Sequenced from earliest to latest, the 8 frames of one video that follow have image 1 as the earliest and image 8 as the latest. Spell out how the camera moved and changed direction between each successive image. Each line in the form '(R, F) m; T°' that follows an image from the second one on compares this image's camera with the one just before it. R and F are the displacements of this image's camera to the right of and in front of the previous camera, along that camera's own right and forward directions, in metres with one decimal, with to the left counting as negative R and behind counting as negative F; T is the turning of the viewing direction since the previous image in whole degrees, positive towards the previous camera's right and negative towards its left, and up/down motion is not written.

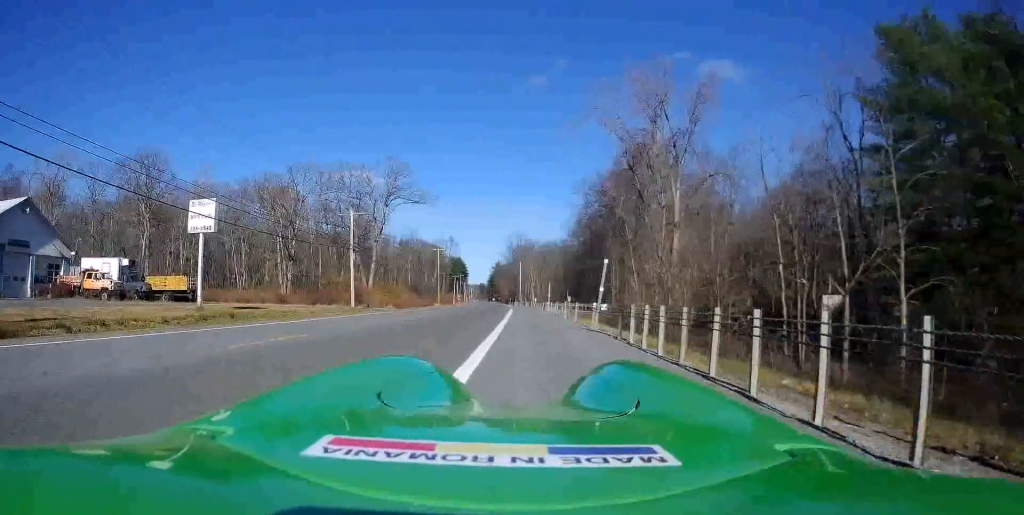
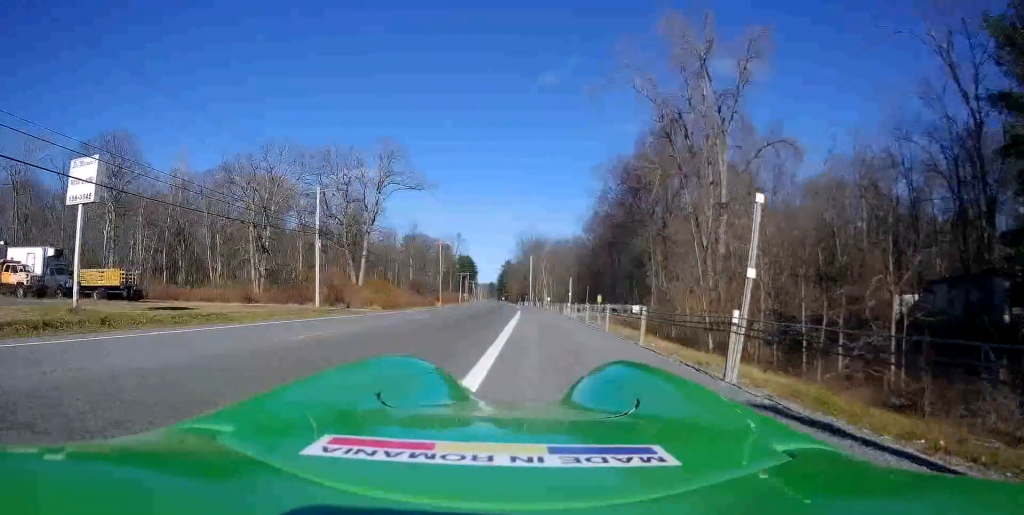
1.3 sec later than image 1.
(0.0, +11.5) m; -2°
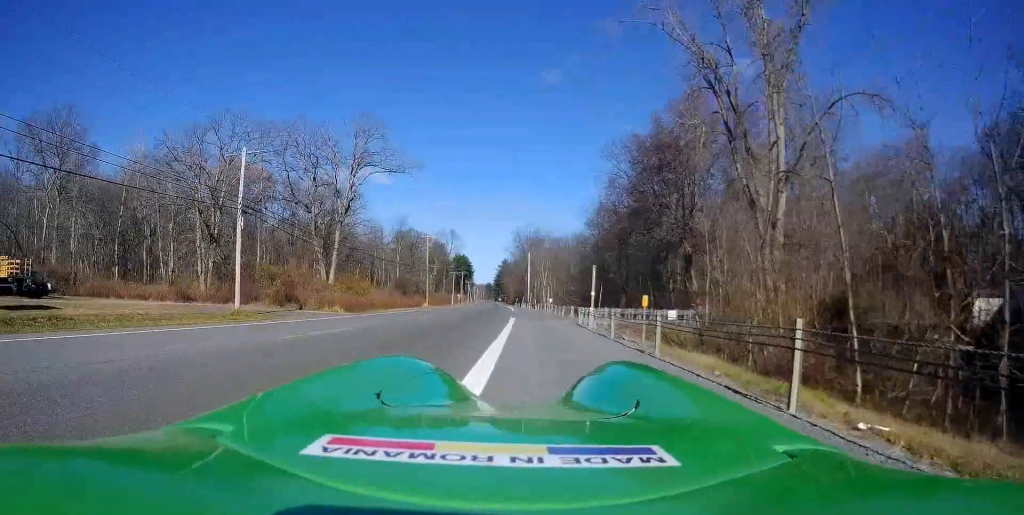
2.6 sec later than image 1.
(-0.4, +11.7) m; 0°
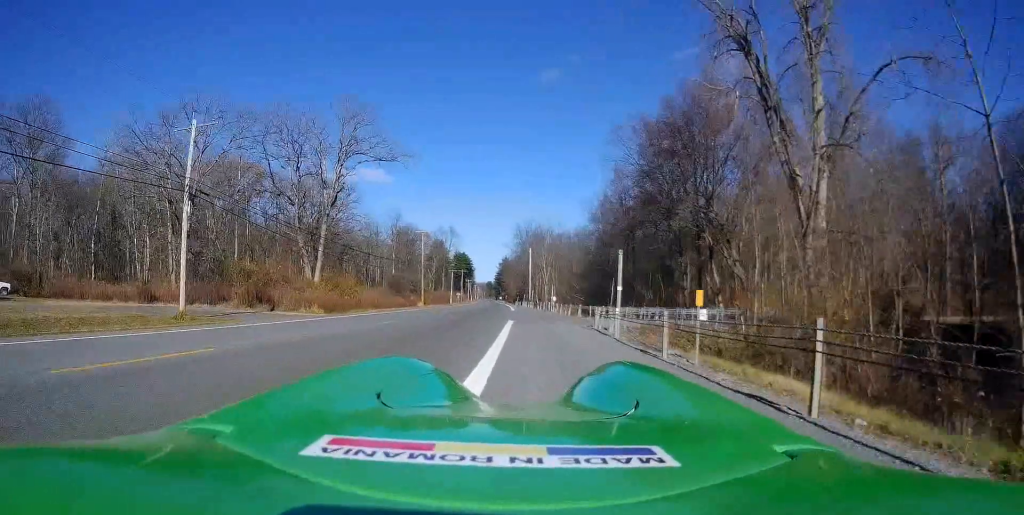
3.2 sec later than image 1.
(+0.2, +5.3) m; +1°
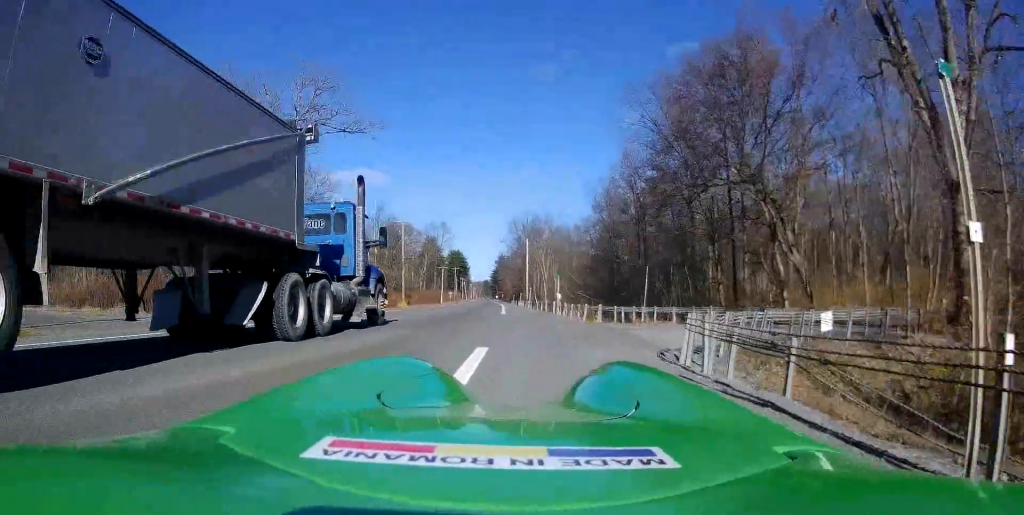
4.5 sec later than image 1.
(+0.2, +12.1) m; +3°
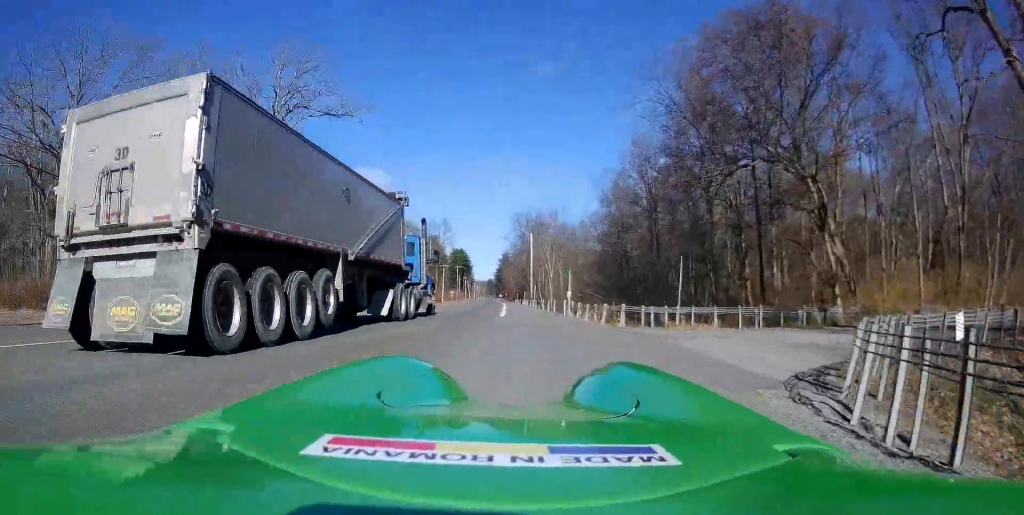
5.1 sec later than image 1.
(+0.3, +5.7) m; -2°
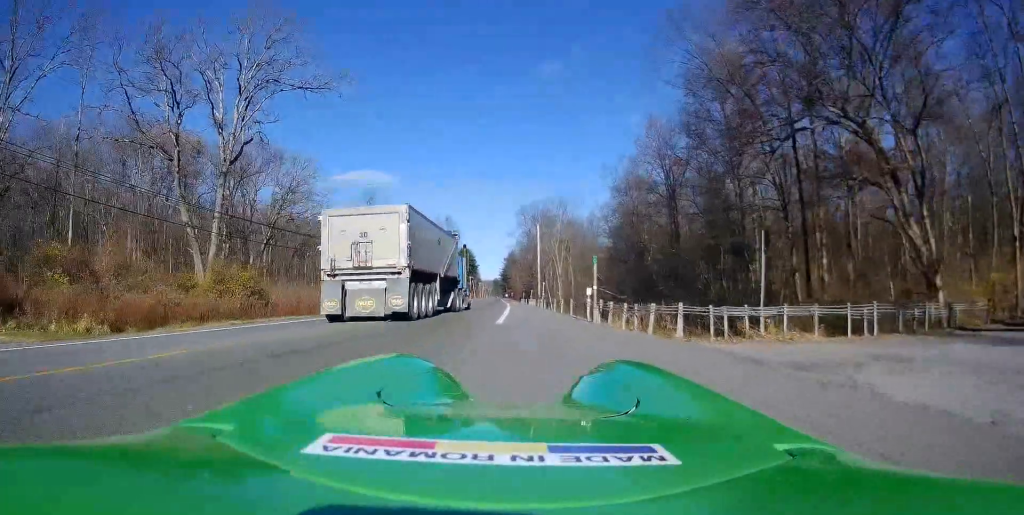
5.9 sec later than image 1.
(-0.2, +7.3) m; -2°
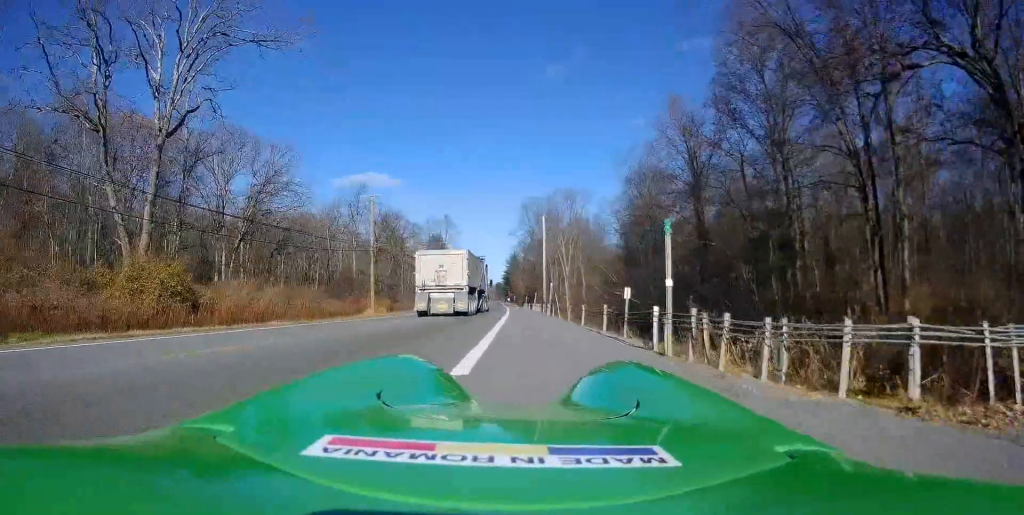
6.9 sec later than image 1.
(-0.2, +9.3) m; 0°
